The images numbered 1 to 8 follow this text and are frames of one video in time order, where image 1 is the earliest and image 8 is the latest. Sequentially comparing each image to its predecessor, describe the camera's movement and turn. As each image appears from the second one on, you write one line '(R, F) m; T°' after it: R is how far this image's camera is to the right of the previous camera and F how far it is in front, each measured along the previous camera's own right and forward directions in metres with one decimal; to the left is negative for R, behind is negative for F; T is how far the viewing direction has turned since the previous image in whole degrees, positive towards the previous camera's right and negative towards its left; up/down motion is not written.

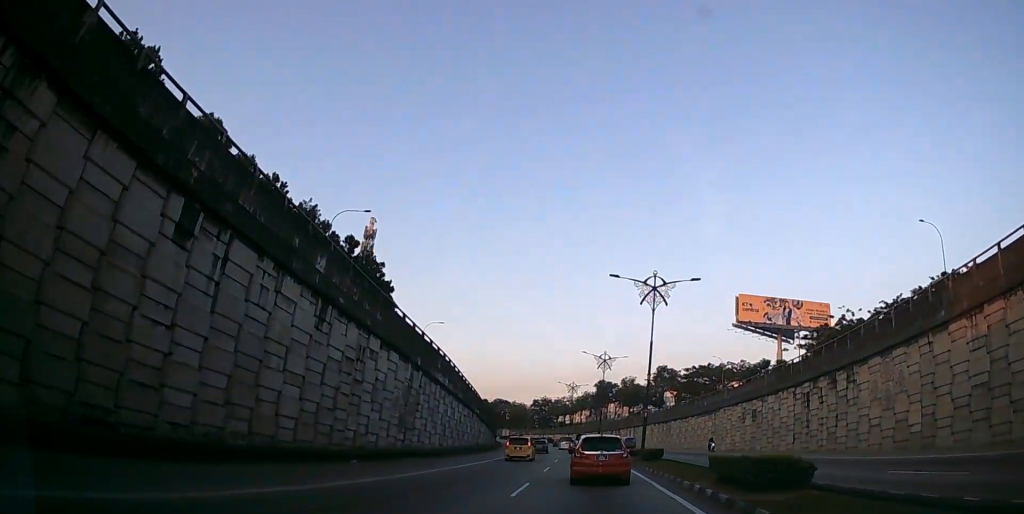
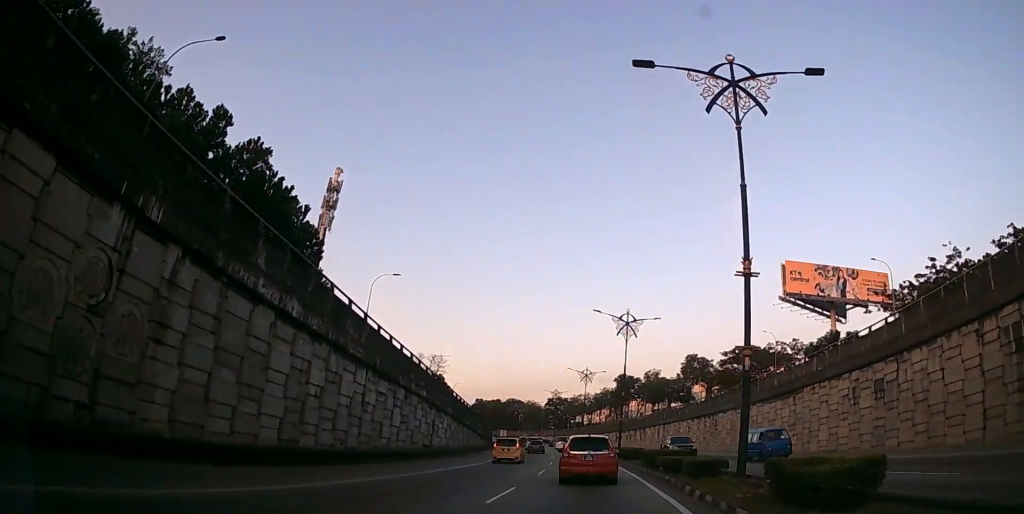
(-0.9, +23.2) m; -4°
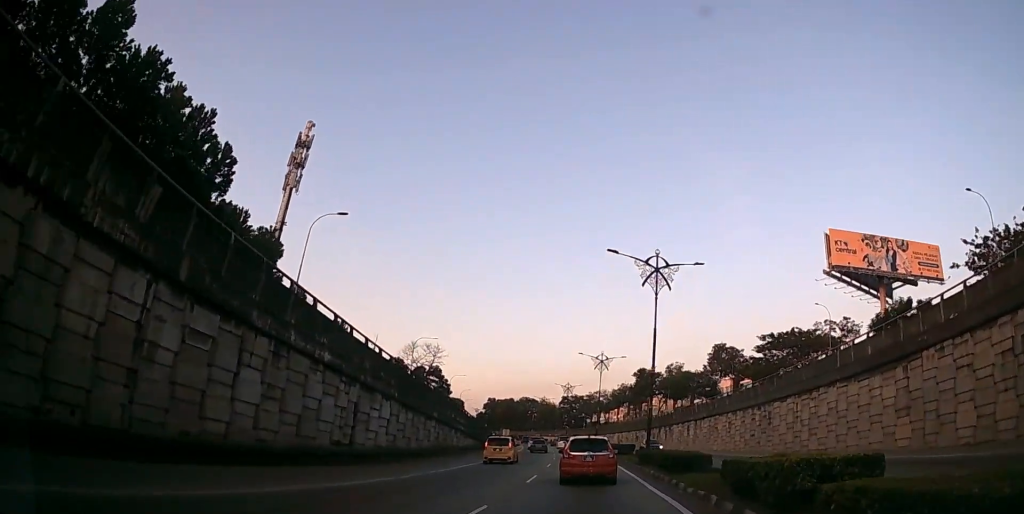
(-0.4, +15.3) m; -2°
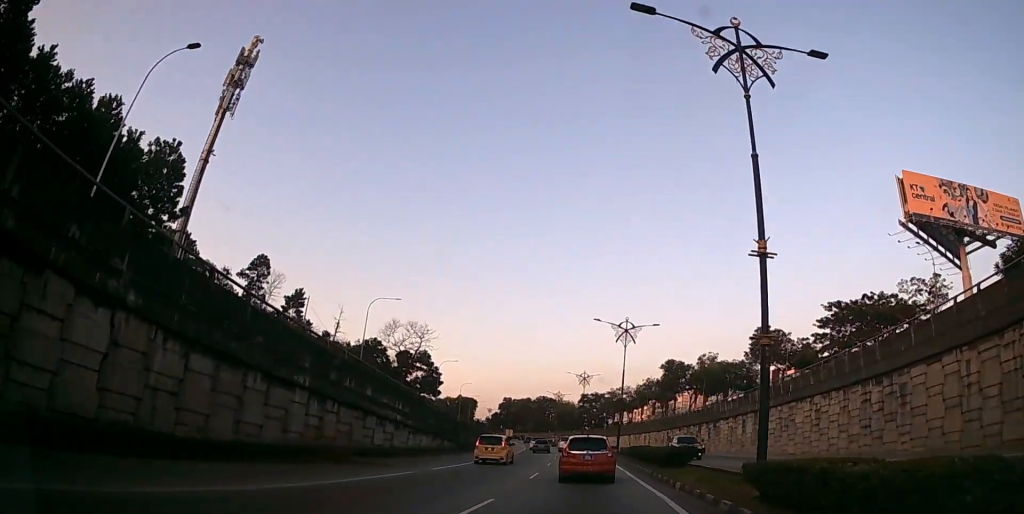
(-0.5, +20.6) m; -3°
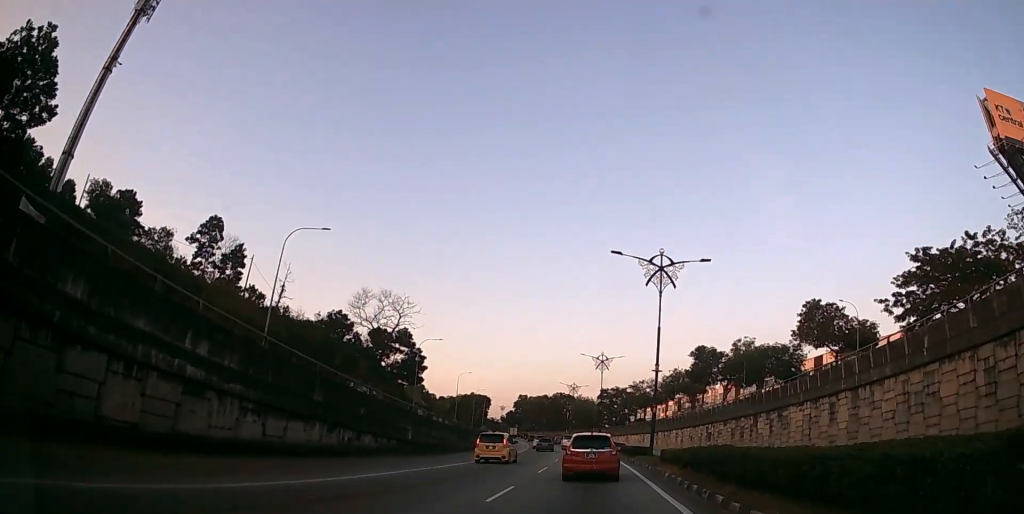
(-0.3, +17.6) m; -2°
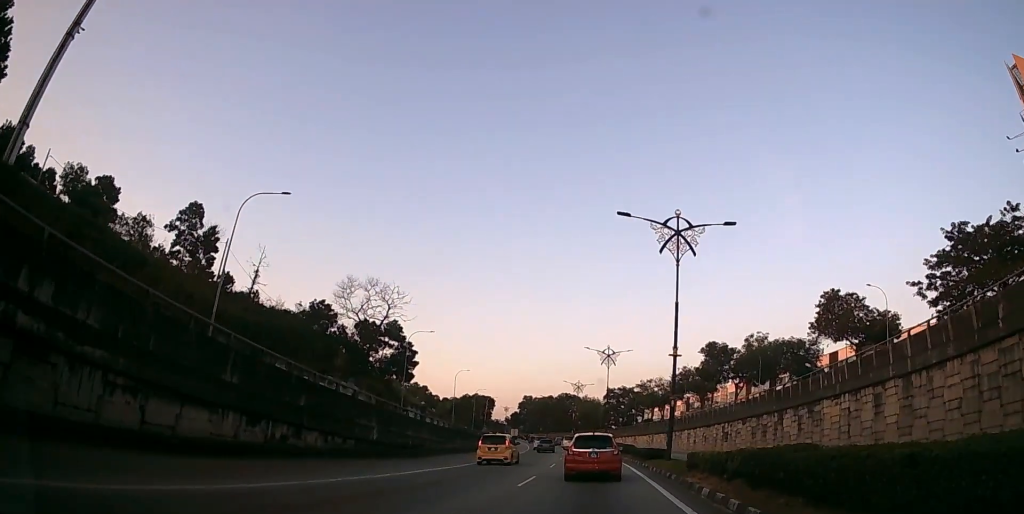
(0.0, +6.5) m; -1°
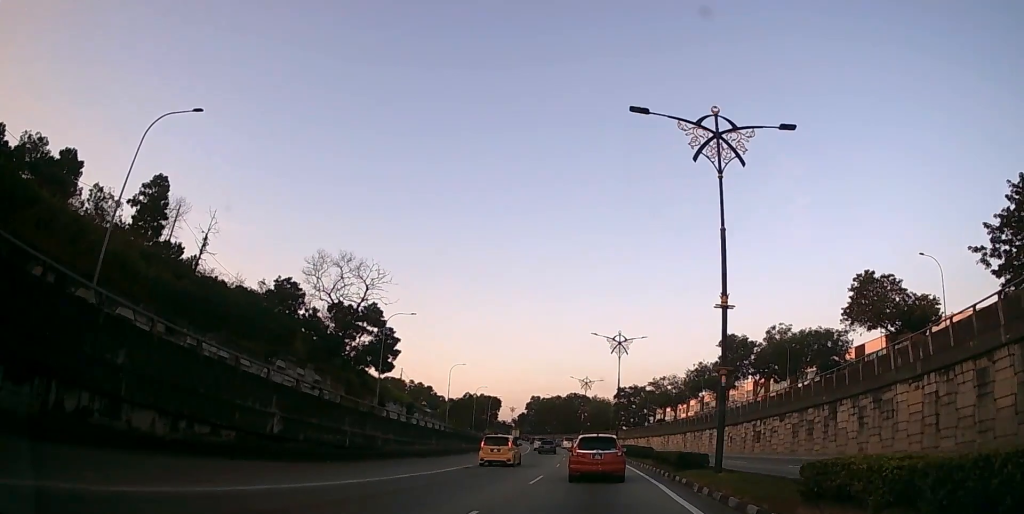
(0.0, +9.6) m; -1°
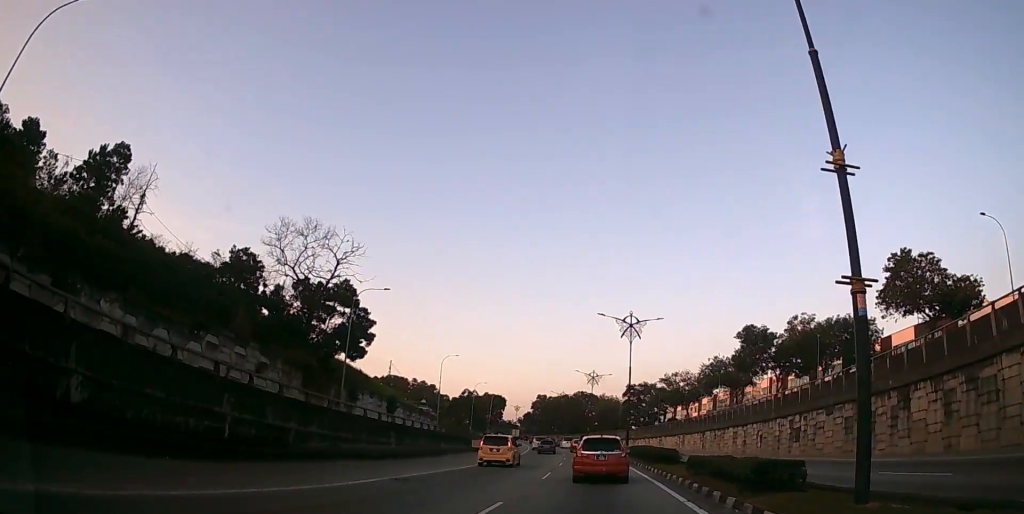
(-0.2, +8.8) m; -1°
